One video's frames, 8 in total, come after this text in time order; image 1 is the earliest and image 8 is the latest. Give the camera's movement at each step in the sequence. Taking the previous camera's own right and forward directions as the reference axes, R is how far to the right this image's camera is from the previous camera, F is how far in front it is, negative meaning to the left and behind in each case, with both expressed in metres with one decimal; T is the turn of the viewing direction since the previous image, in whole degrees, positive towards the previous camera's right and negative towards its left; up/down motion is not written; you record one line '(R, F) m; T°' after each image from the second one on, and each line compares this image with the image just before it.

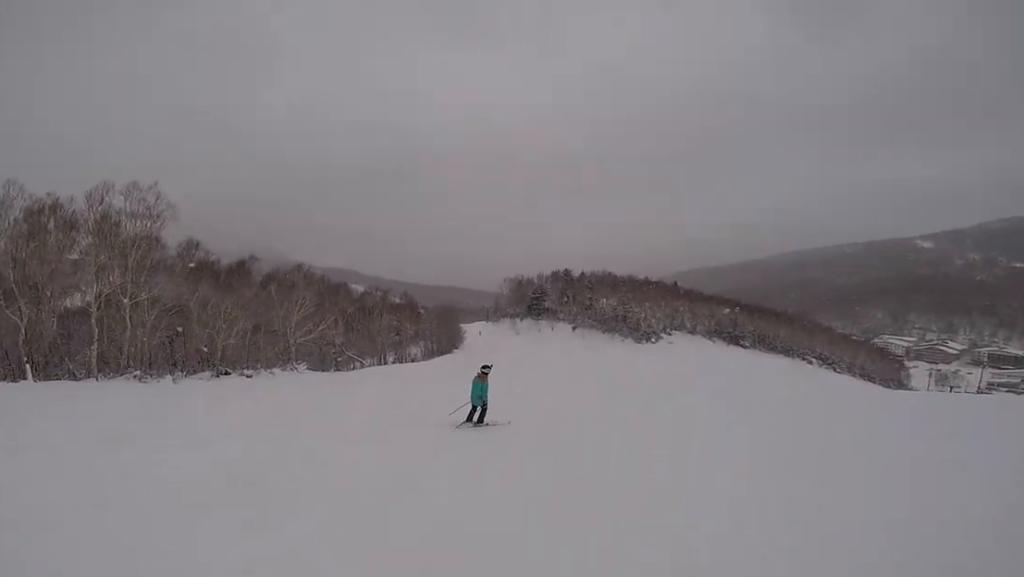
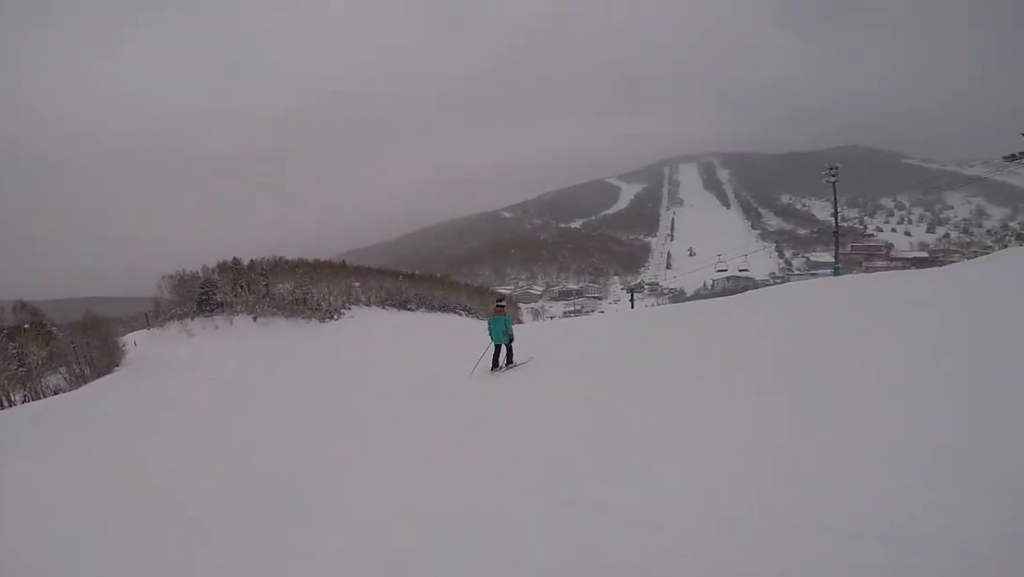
(+0.3, +7.5) m; +27°
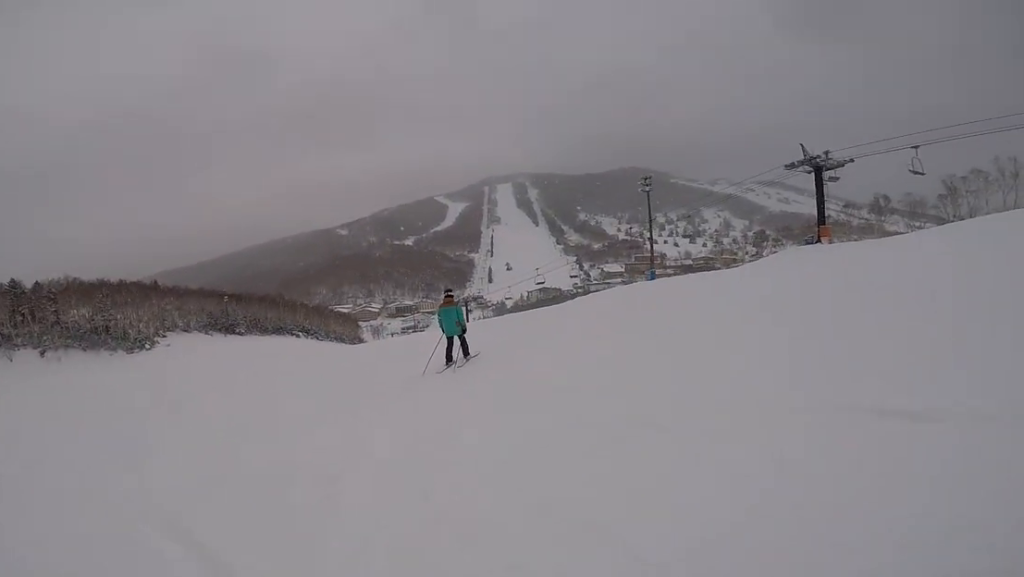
(+1.6, +3.3) m; +22°
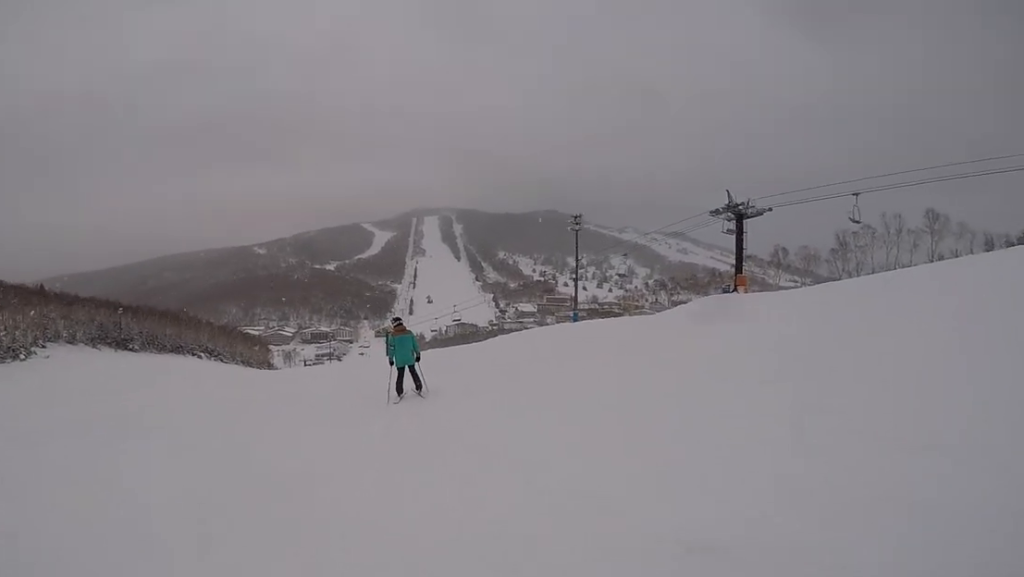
(+0.5, +3.3) m; +9°
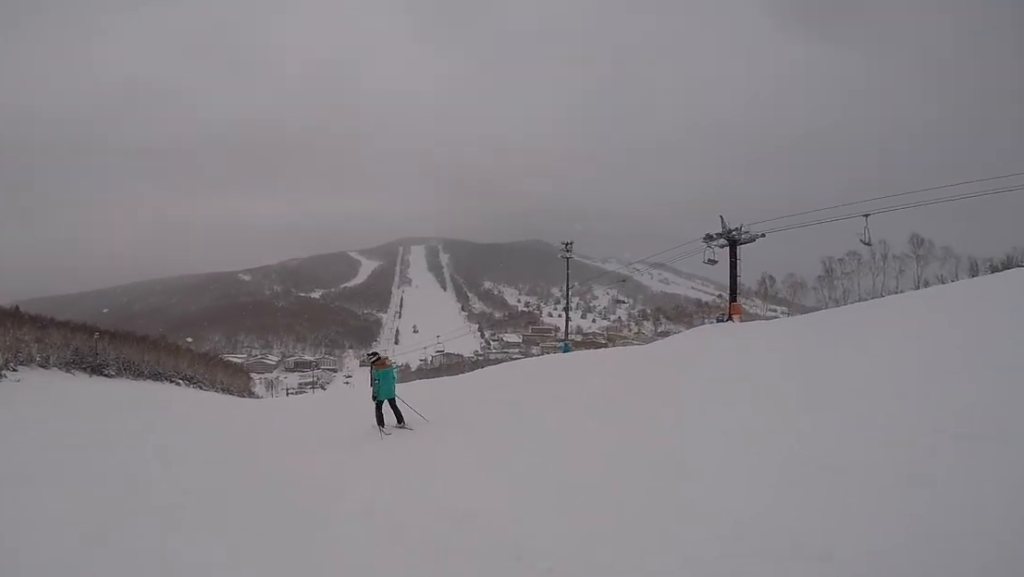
(-0.6, +1.9) m; +2°
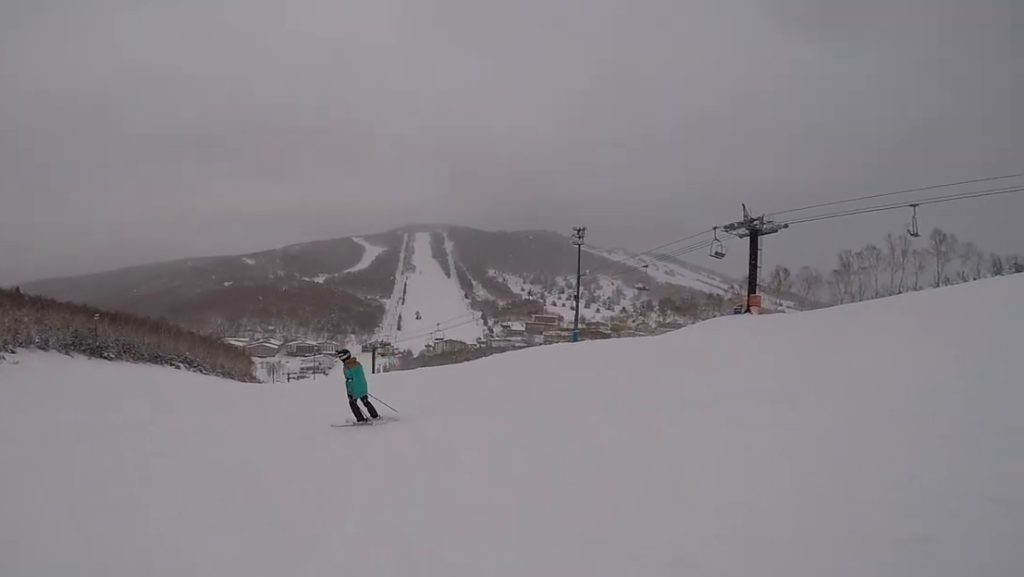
(-0.1, +1.7) m; +1°
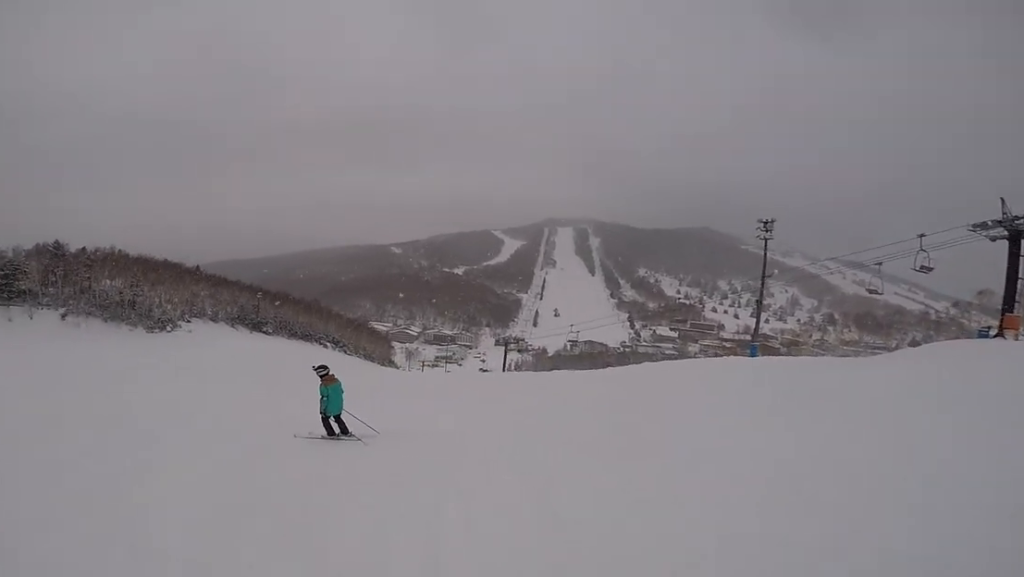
(+1.4, +3.3) m; 0°
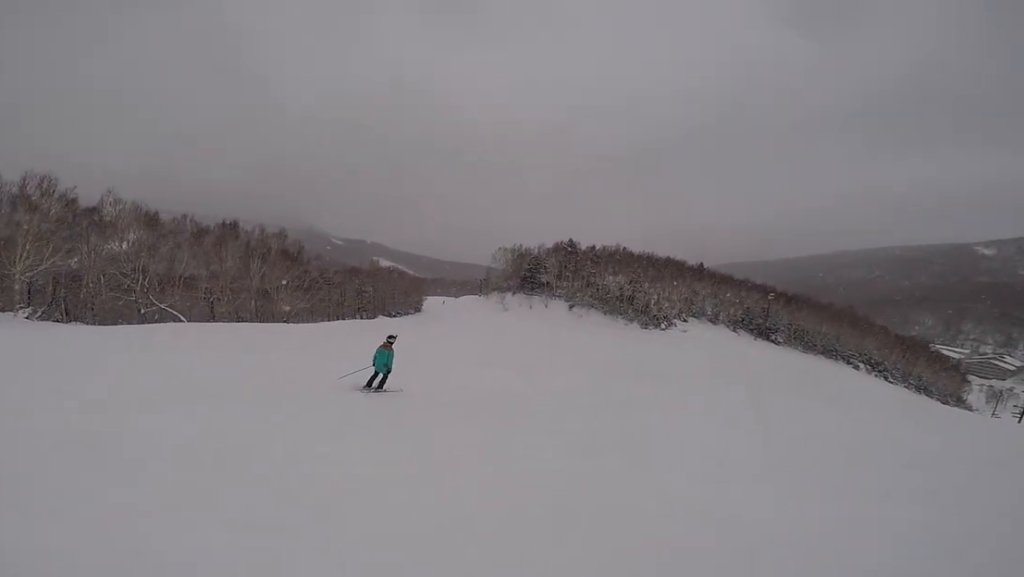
(-5.8, +5.7) m; -72°
